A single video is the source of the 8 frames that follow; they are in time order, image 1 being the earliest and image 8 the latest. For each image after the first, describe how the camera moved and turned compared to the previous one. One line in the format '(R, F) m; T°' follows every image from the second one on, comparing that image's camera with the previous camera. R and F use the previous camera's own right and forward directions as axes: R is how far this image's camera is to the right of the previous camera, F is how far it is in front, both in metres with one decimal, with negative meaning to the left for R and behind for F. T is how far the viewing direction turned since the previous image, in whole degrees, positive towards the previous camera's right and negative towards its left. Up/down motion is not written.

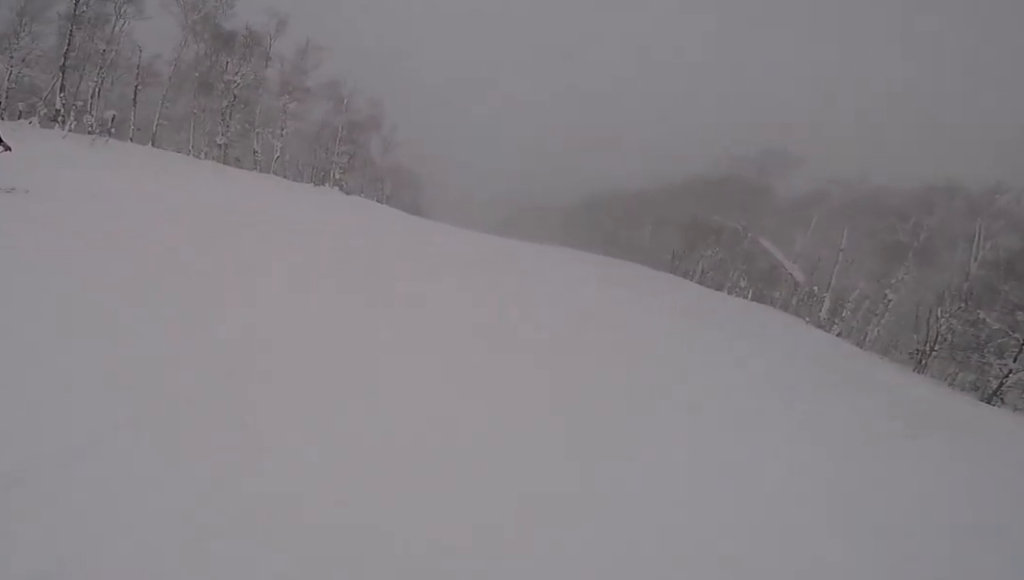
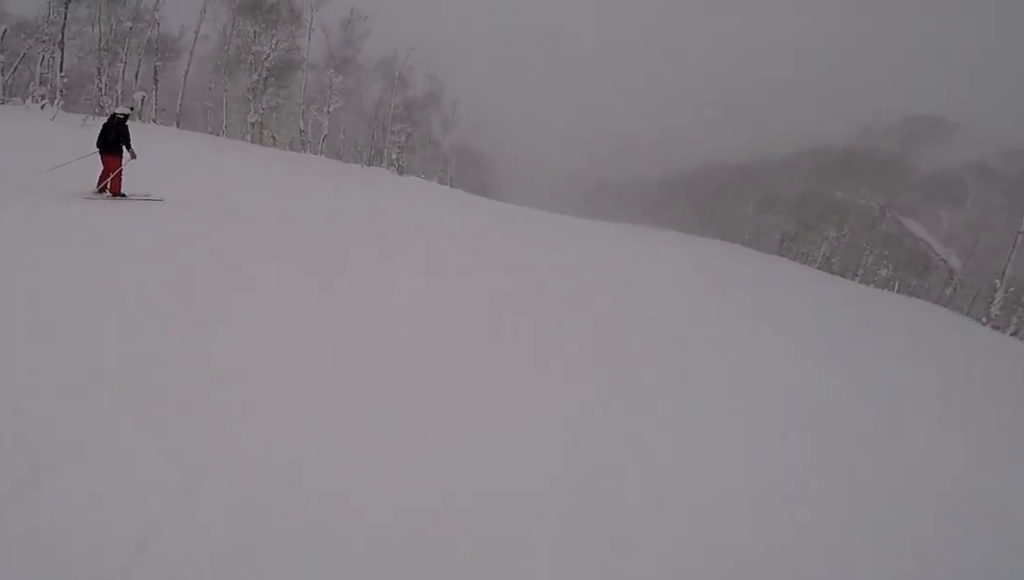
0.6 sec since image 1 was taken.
(-0.1, +6.1) m; -3°
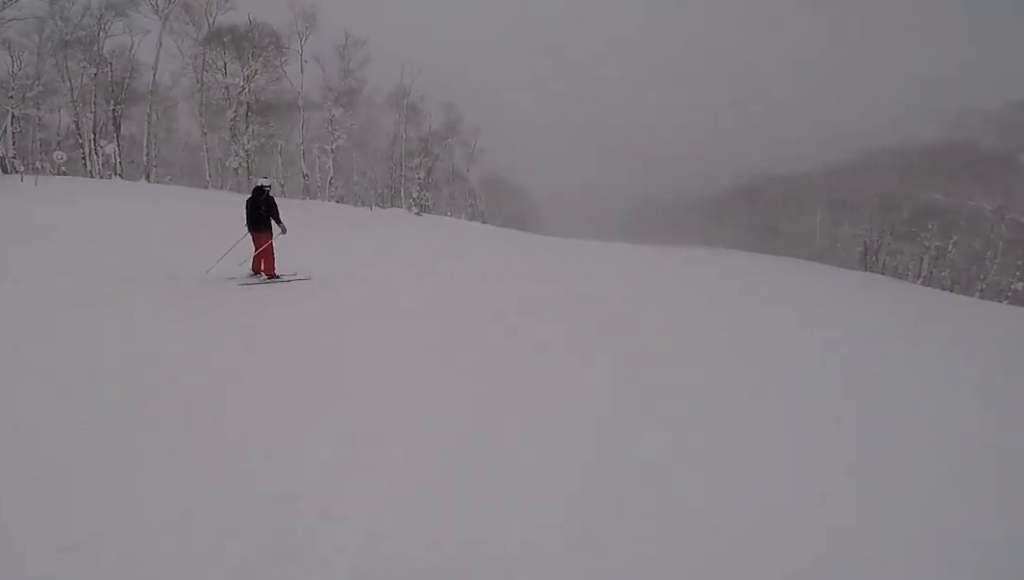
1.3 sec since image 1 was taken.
(+0.5, +6.2) m; -3°
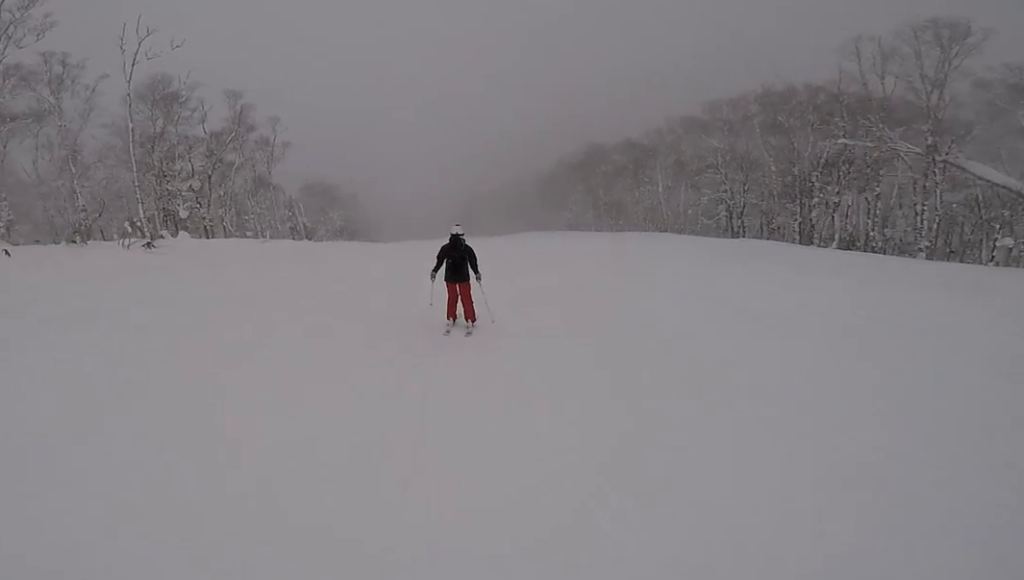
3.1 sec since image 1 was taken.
(-1.2, +17.7) m; -3°
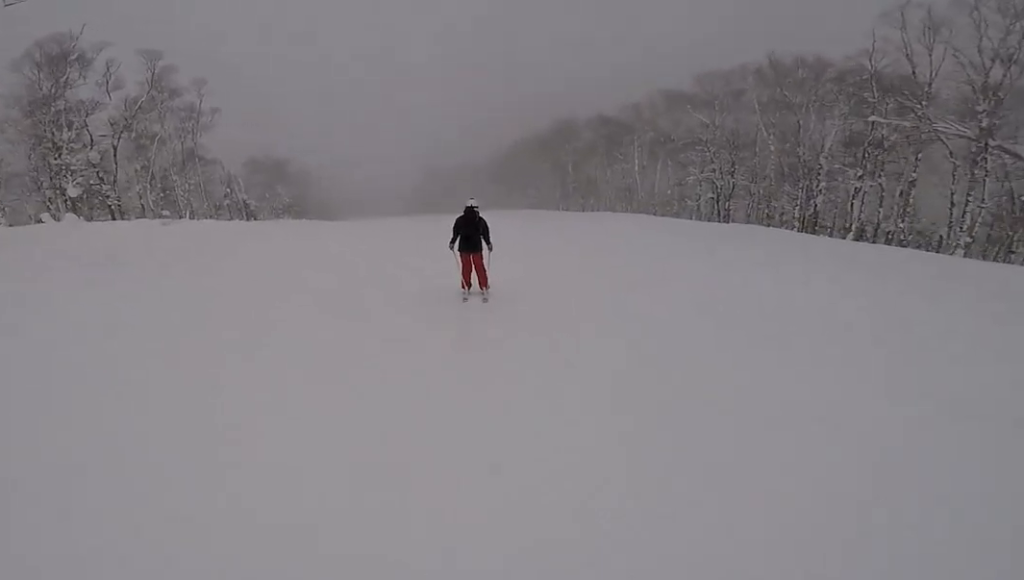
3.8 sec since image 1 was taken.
(-0.2, +6.5) m; +4°
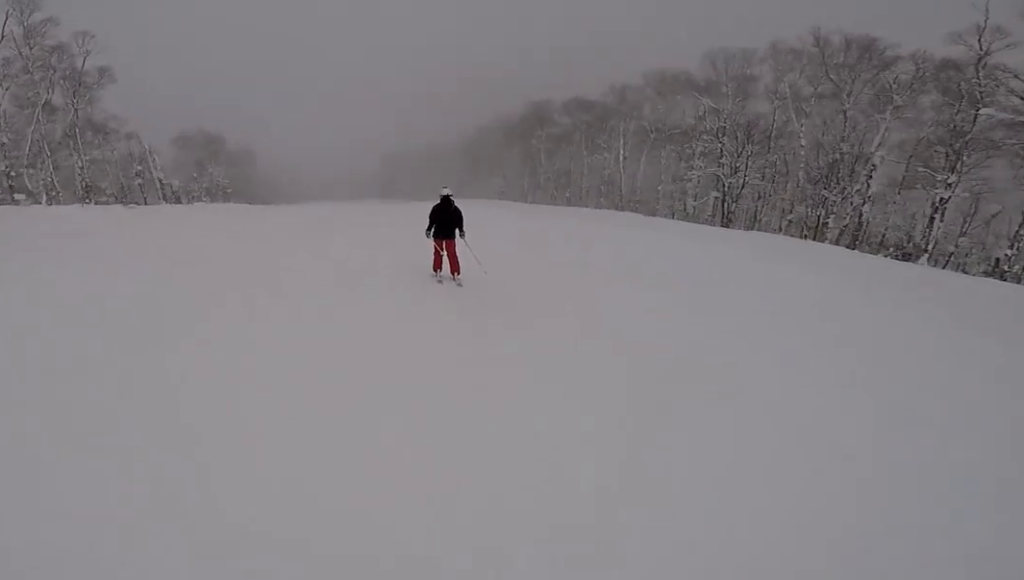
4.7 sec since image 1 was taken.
(+0.5, +9.2) m; +6°
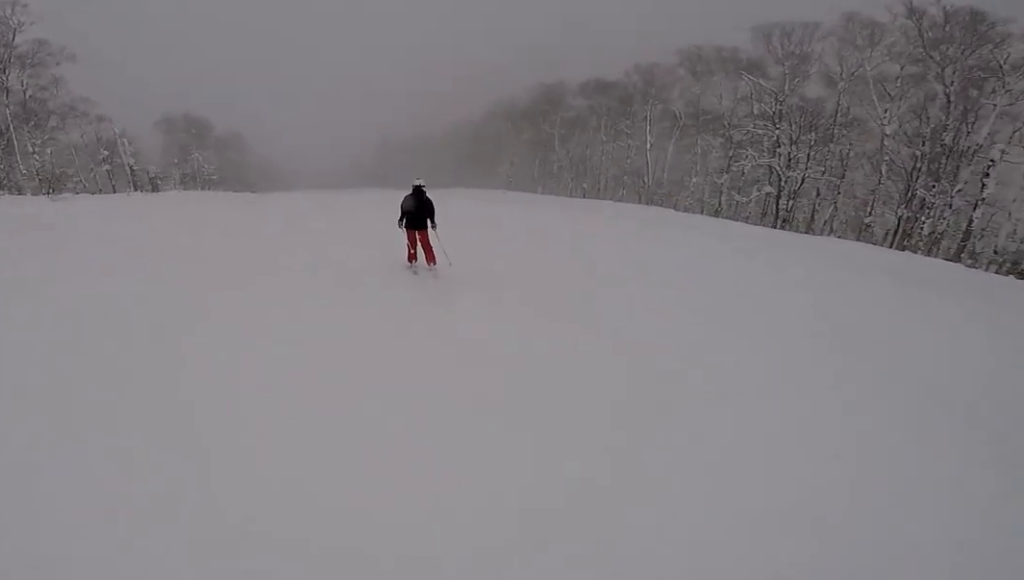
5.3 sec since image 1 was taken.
(+0.8, +6.3) m; +3°
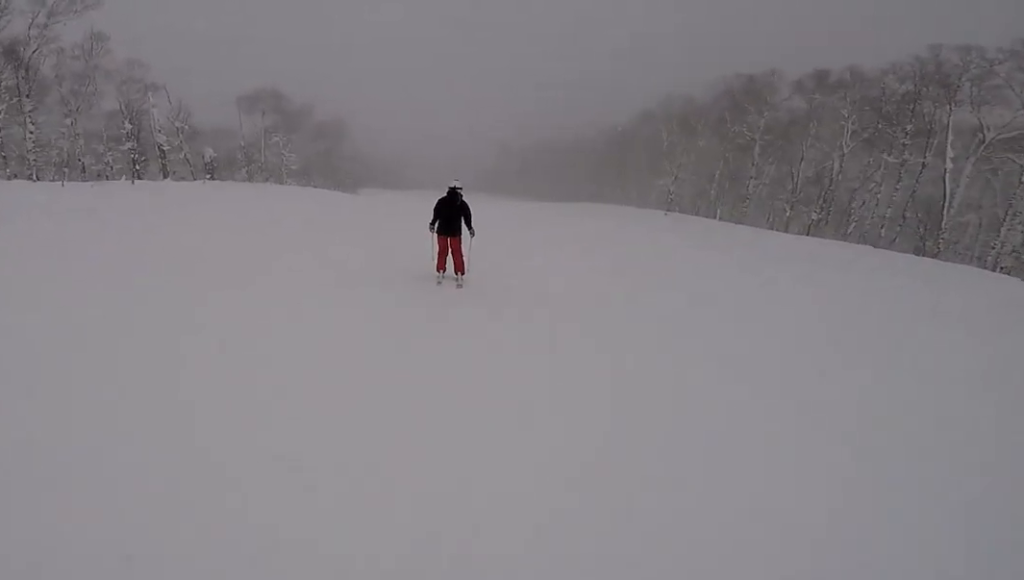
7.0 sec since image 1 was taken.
(-1.2, +17.1) m; -10°
